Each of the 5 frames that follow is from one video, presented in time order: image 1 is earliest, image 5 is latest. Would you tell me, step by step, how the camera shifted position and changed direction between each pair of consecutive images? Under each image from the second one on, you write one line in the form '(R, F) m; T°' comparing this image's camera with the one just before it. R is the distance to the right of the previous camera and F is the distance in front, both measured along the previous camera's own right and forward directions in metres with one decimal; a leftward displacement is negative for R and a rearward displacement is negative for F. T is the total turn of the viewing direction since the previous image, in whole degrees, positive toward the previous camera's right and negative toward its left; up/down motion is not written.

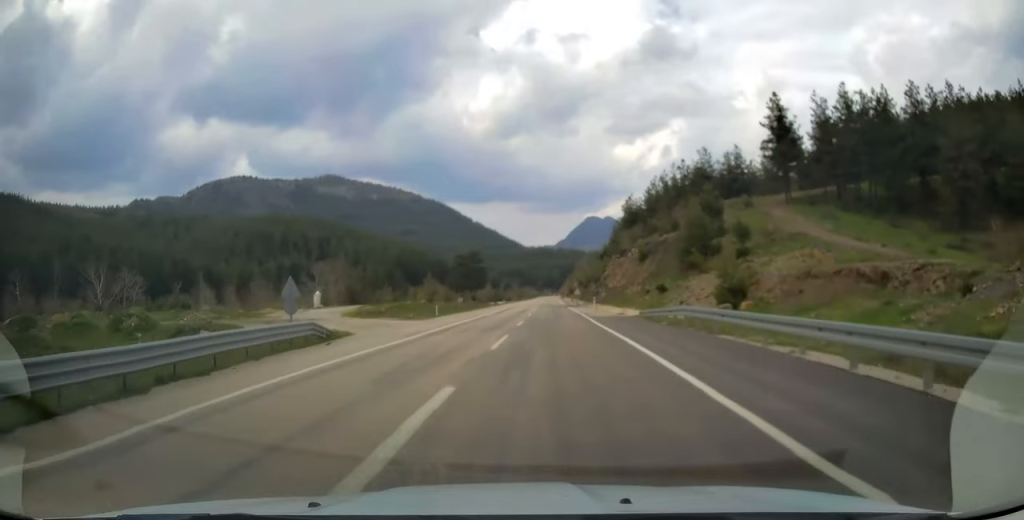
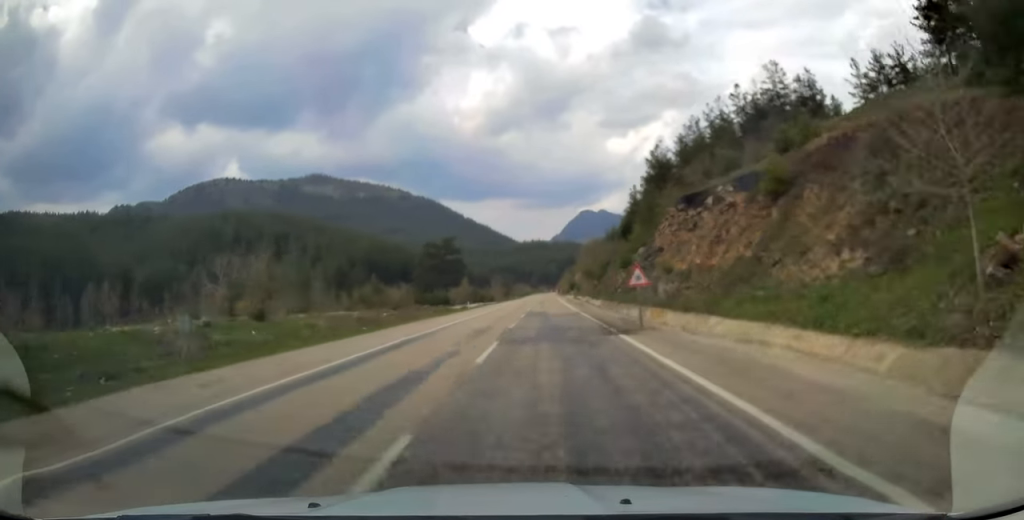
(+0.2, +49.4) m; +1°
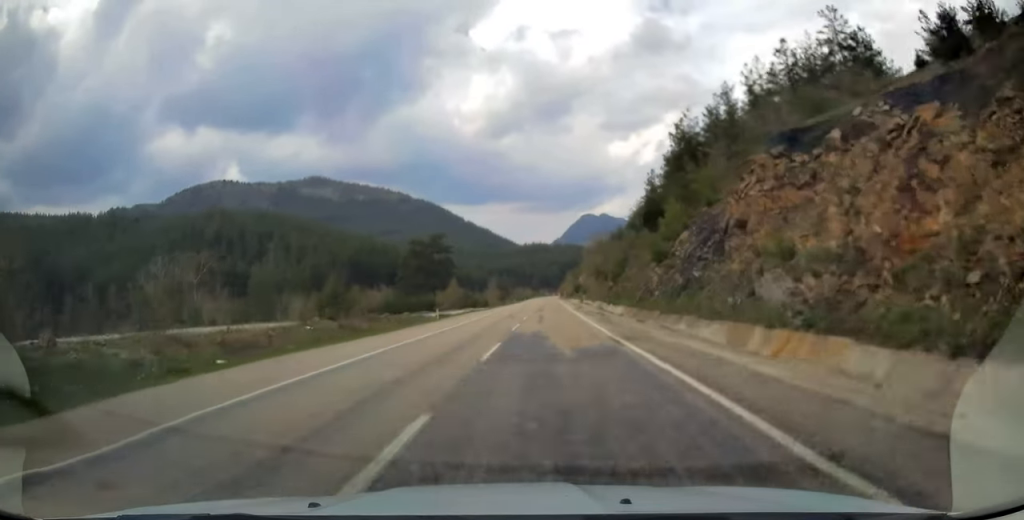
(+0.1, +21.0) m; 0°
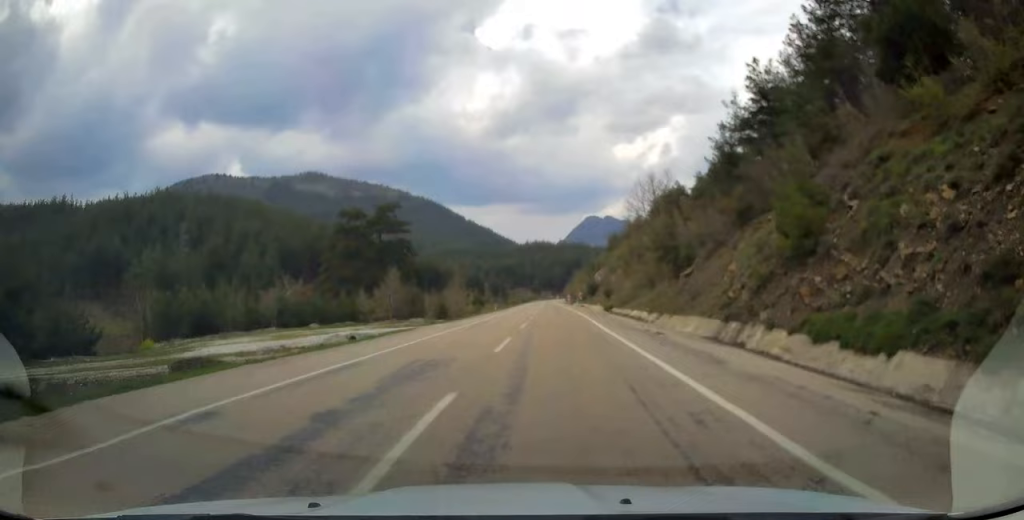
(-0.3, +55.3) m; -1°
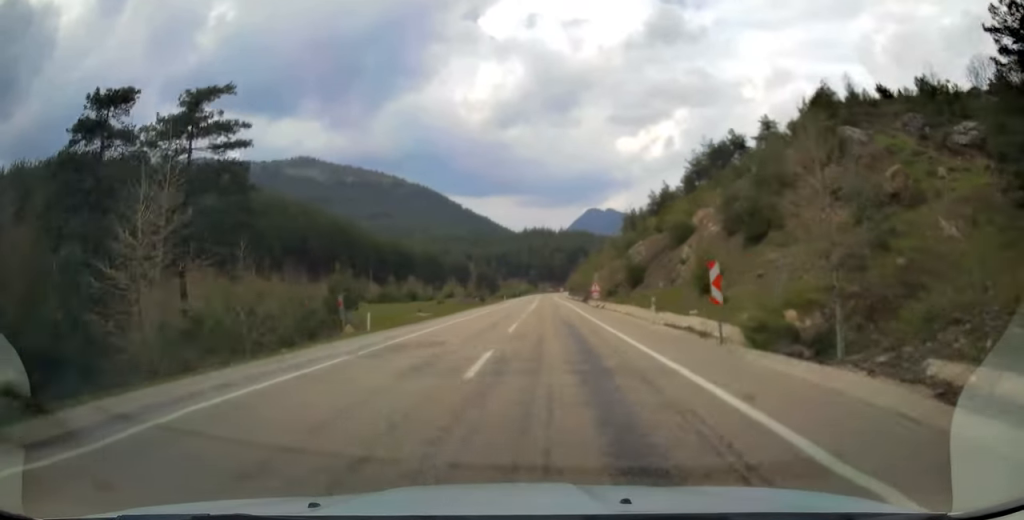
(+0.1, +62.3) m; 0°
